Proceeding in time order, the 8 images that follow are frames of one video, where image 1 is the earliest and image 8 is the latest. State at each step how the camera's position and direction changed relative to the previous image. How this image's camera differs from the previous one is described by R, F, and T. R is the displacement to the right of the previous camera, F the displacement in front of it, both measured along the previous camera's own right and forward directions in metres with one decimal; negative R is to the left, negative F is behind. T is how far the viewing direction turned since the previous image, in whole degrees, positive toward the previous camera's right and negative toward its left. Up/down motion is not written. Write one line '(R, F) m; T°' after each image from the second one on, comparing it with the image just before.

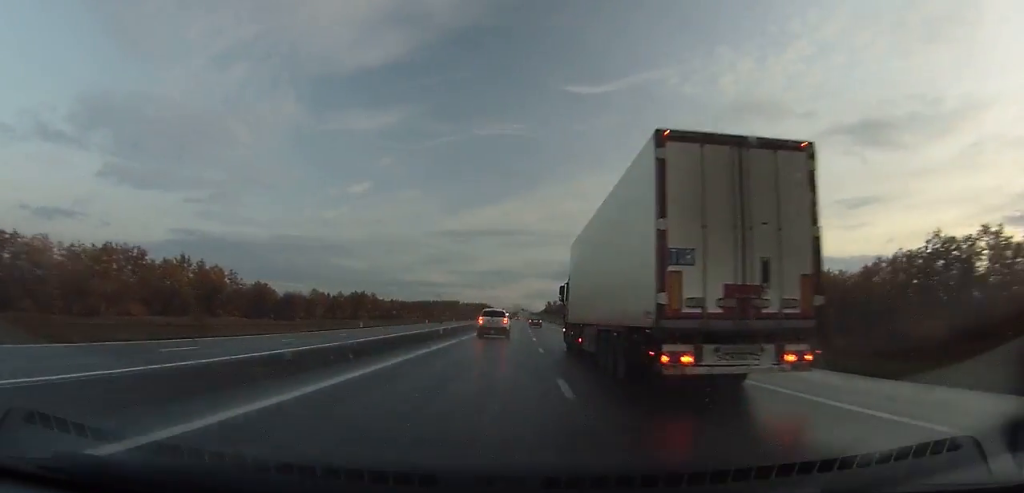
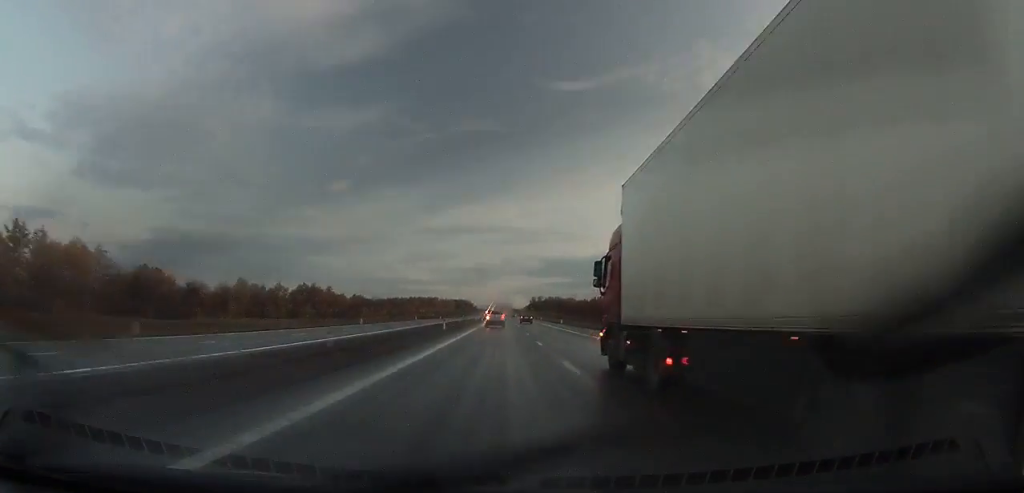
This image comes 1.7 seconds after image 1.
(+0.1, +44.1) m; +1°
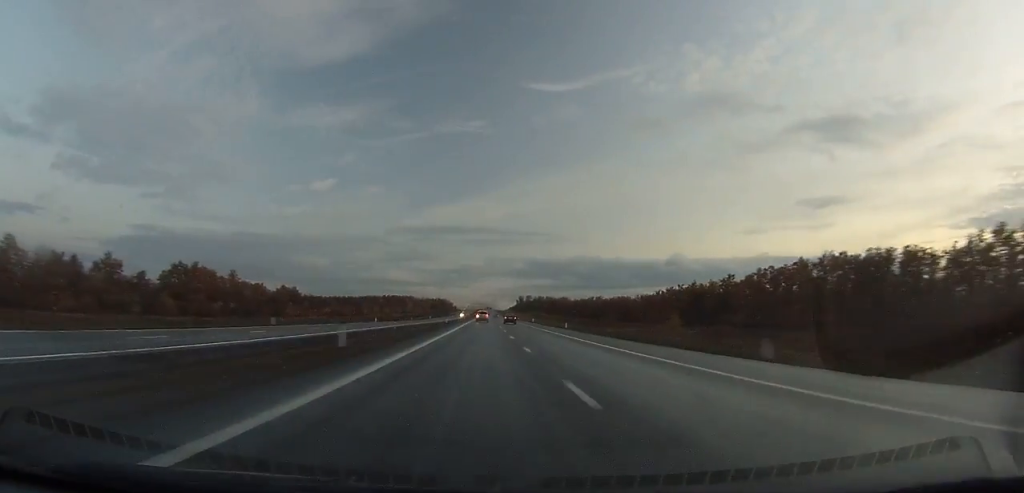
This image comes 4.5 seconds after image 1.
(+0.8, +74.5) m; +1°
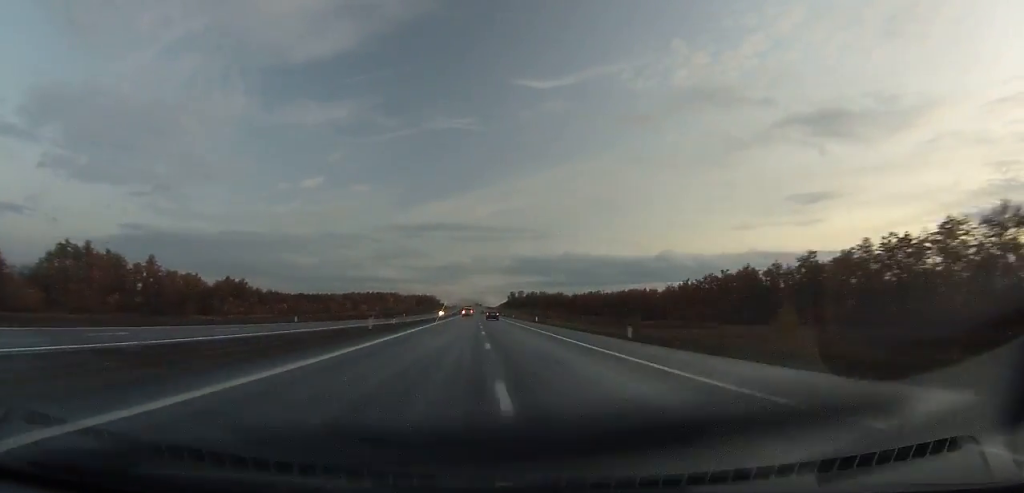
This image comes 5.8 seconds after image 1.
(+0.4, +36.3) m; 0°
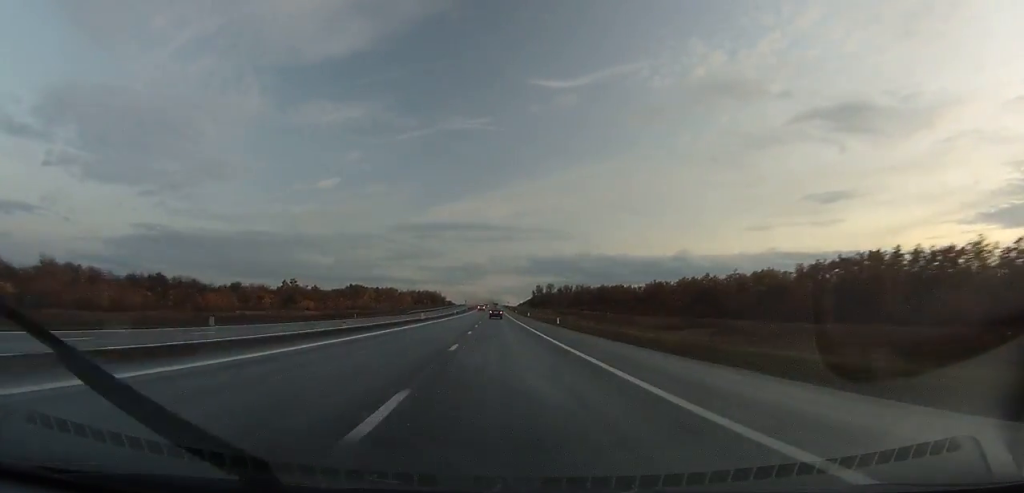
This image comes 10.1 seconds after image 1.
(+0.3, +126.5) m; 0°
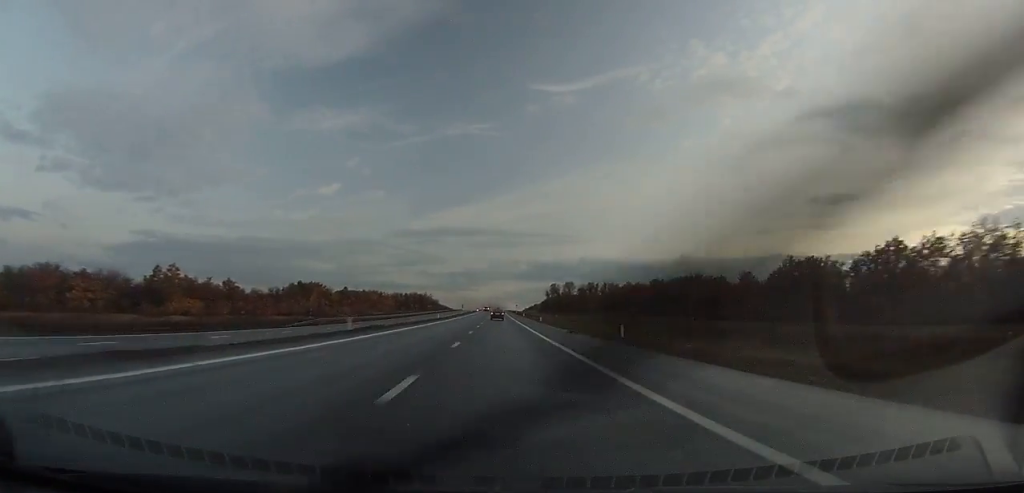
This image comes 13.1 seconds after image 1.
(-0.6, +87.3) m; -1°
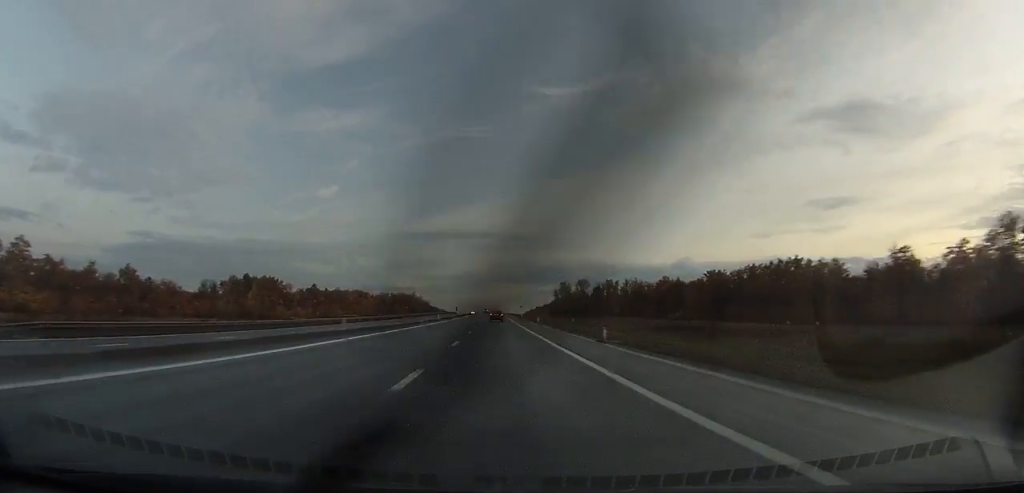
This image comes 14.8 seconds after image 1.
(-0.1, +47.8) m; 0°
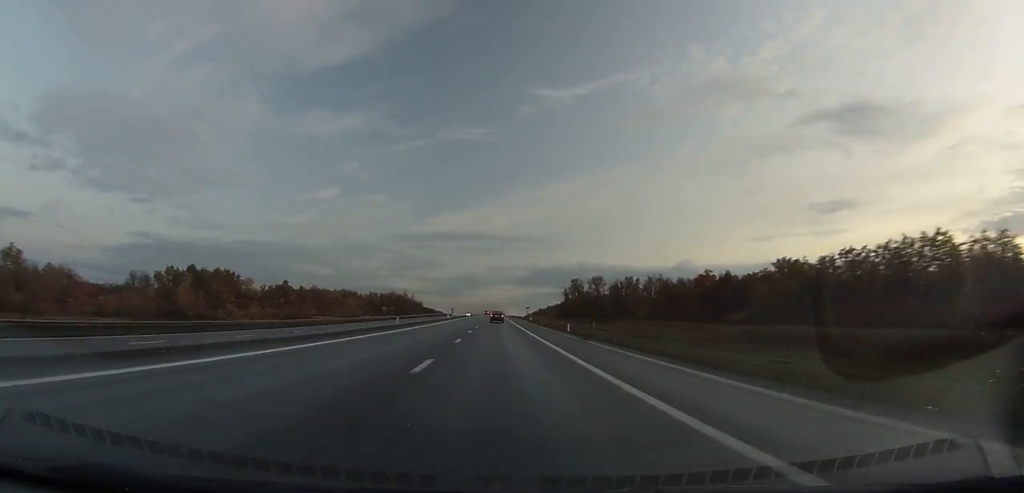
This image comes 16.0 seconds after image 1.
(0.0, +33.0) m; 0°
